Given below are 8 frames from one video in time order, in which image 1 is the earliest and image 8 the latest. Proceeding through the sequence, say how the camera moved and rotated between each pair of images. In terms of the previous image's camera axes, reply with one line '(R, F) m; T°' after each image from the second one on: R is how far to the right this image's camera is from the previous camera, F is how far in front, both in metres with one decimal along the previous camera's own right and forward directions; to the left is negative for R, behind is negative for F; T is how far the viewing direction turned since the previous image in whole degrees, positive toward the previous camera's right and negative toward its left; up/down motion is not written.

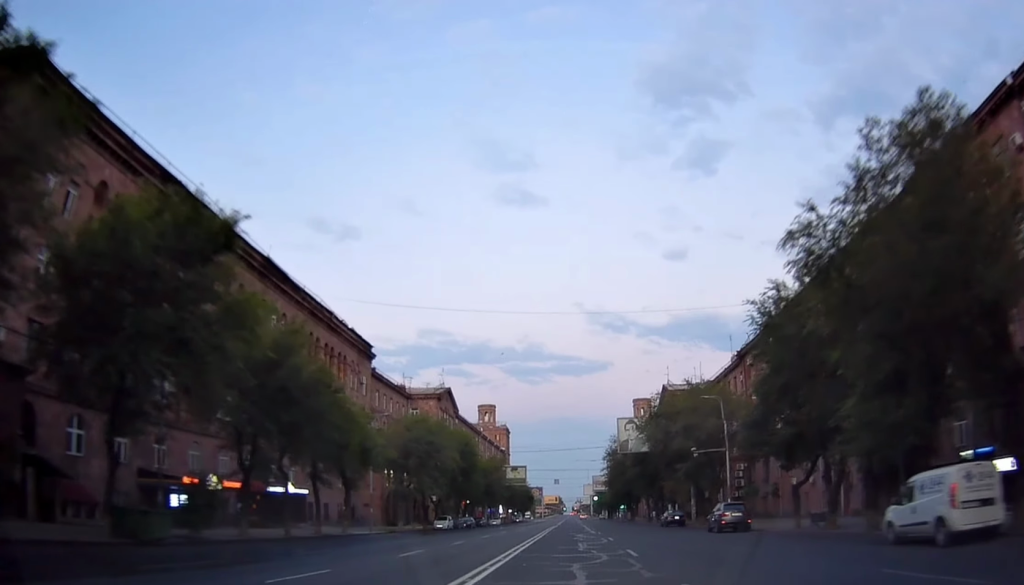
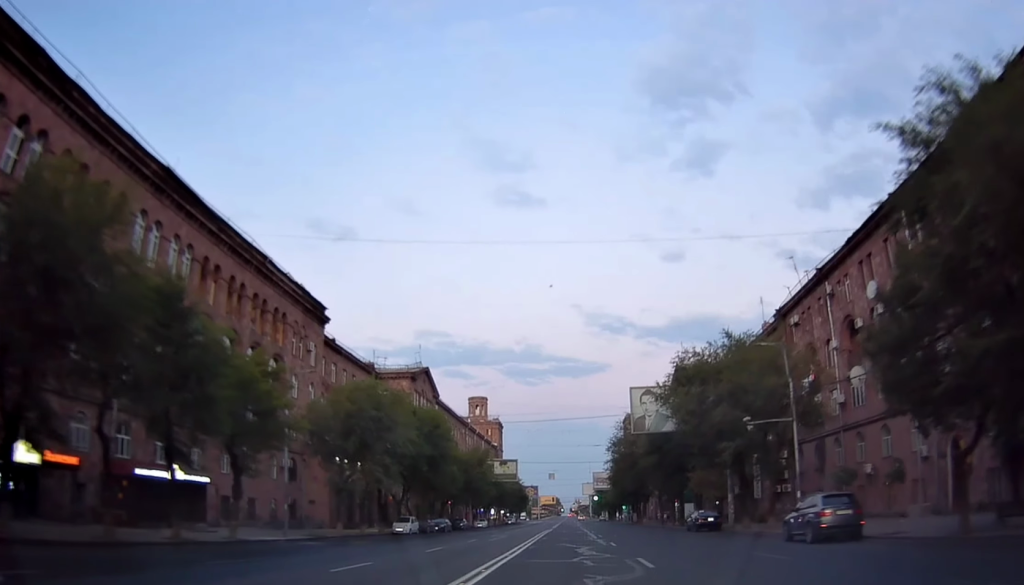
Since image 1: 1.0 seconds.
(+0.1, +15.6) m; -1°
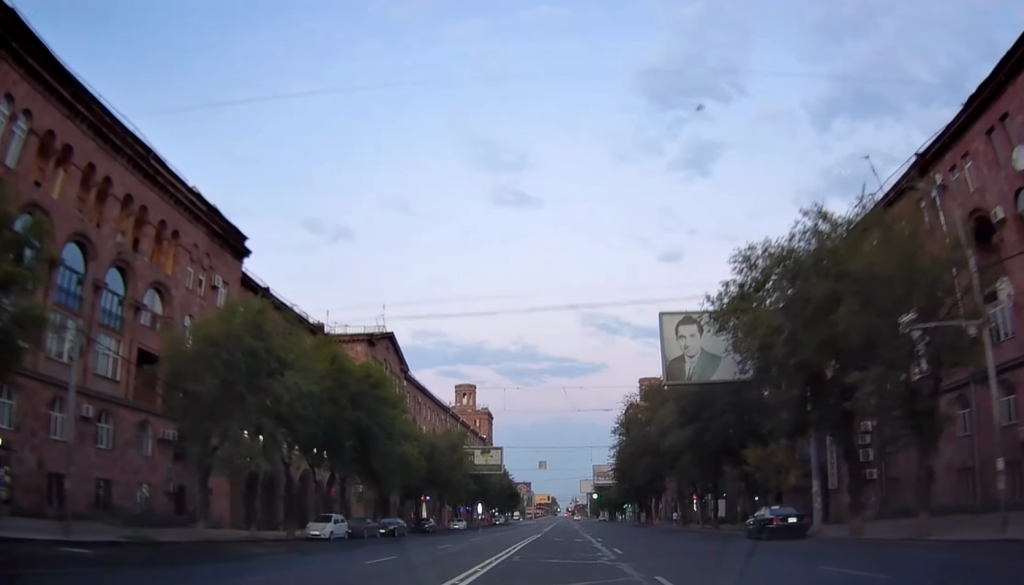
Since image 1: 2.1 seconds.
(-0.3, +17.9) m; 0°
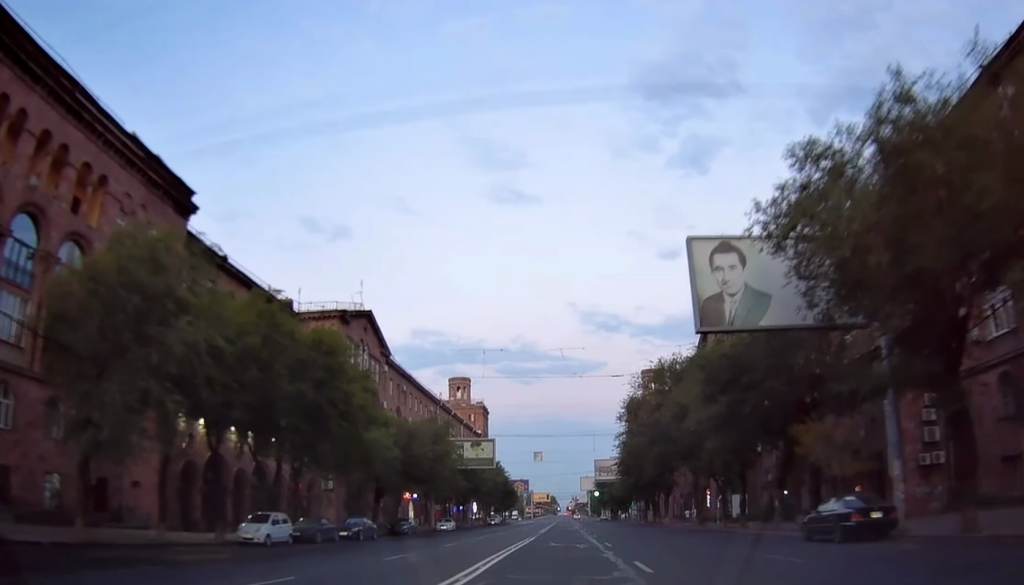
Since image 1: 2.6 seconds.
(+0.1, +8.1) m; 0°
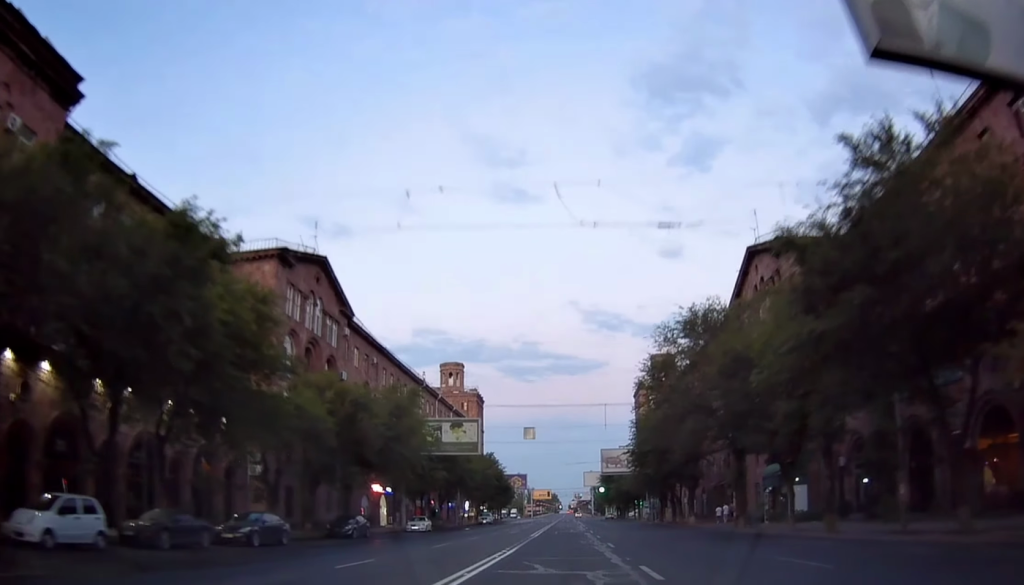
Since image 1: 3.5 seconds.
(+0.3, +14.7) m; 0°
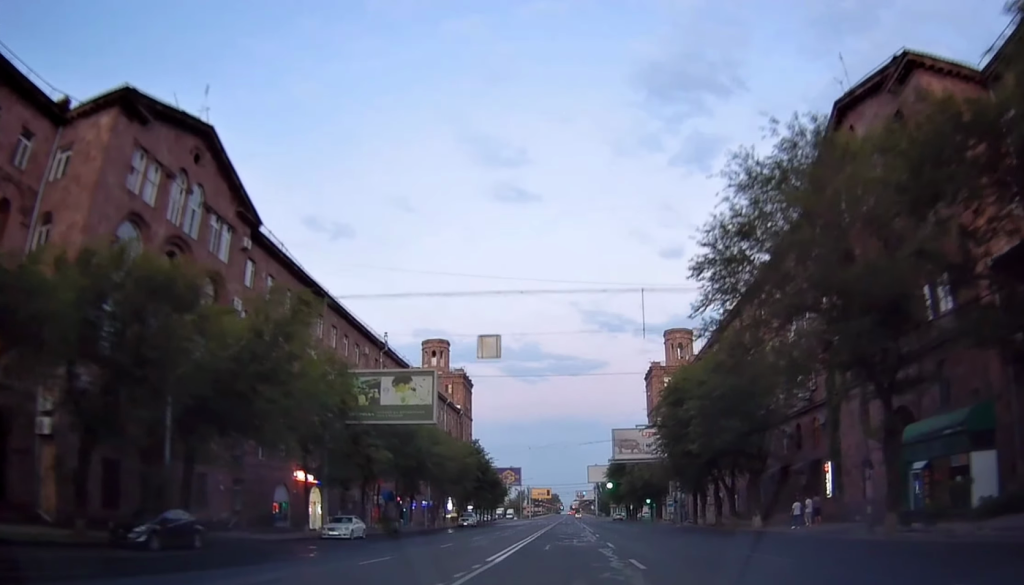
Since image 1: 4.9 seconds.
(-0.6, +21.0) m; -2°
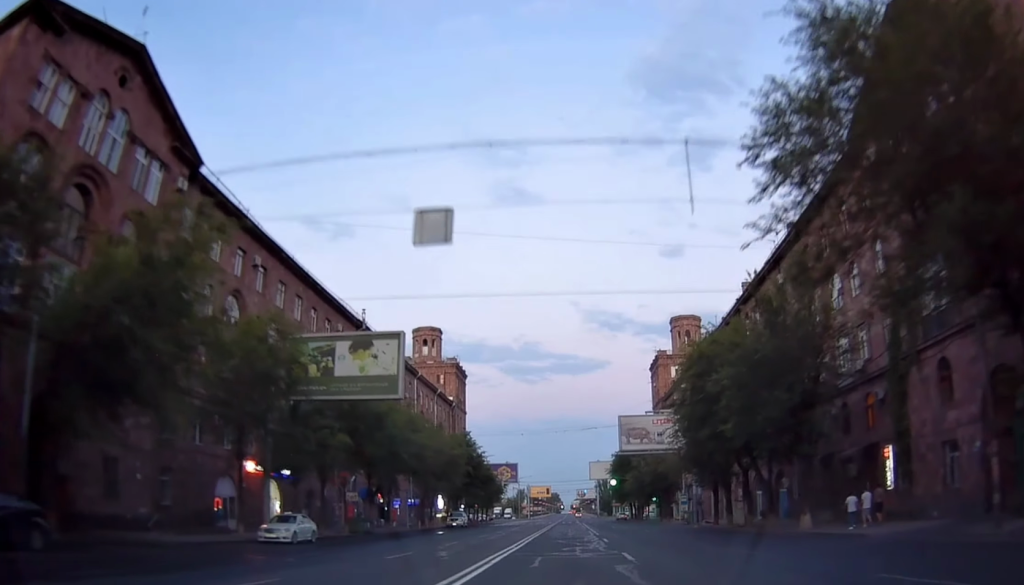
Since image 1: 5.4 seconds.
(-0.1, +8.7) m; 0°
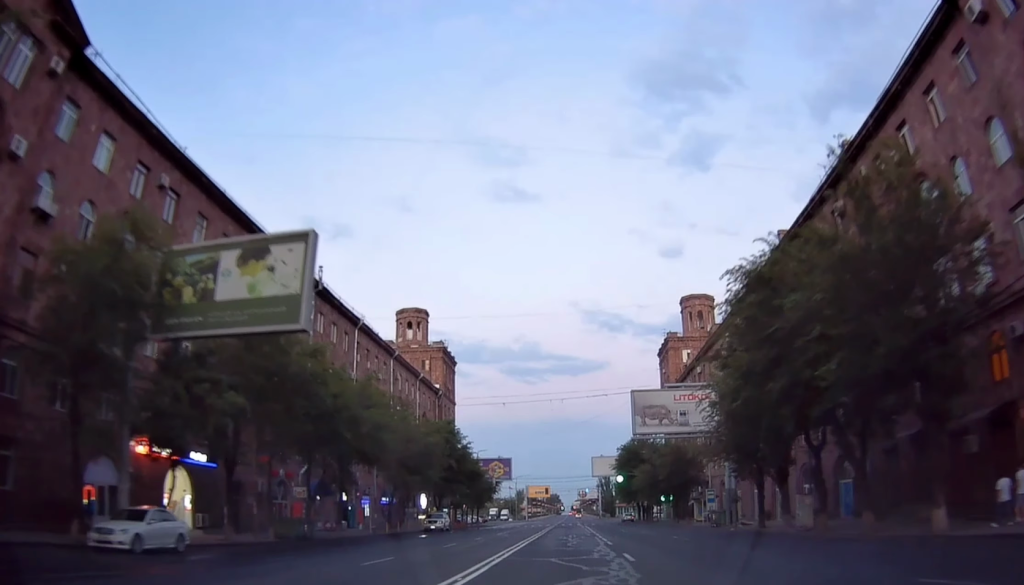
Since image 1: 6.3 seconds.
(+0.1, +12.7) m; +1°
